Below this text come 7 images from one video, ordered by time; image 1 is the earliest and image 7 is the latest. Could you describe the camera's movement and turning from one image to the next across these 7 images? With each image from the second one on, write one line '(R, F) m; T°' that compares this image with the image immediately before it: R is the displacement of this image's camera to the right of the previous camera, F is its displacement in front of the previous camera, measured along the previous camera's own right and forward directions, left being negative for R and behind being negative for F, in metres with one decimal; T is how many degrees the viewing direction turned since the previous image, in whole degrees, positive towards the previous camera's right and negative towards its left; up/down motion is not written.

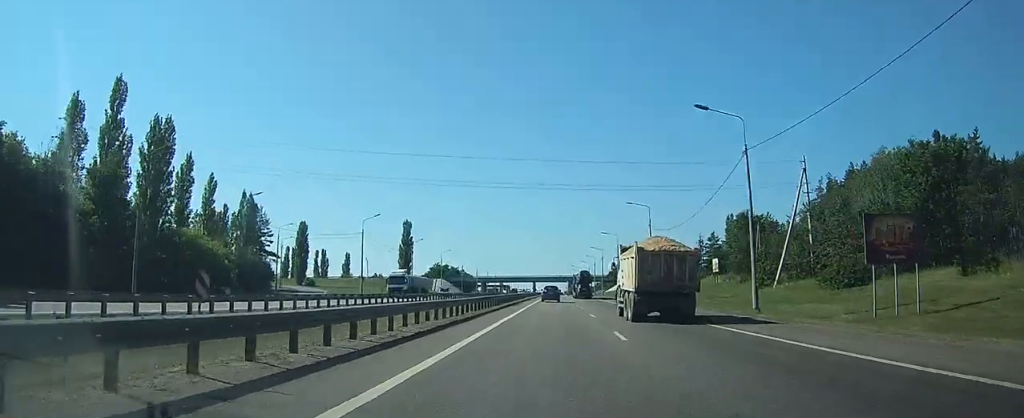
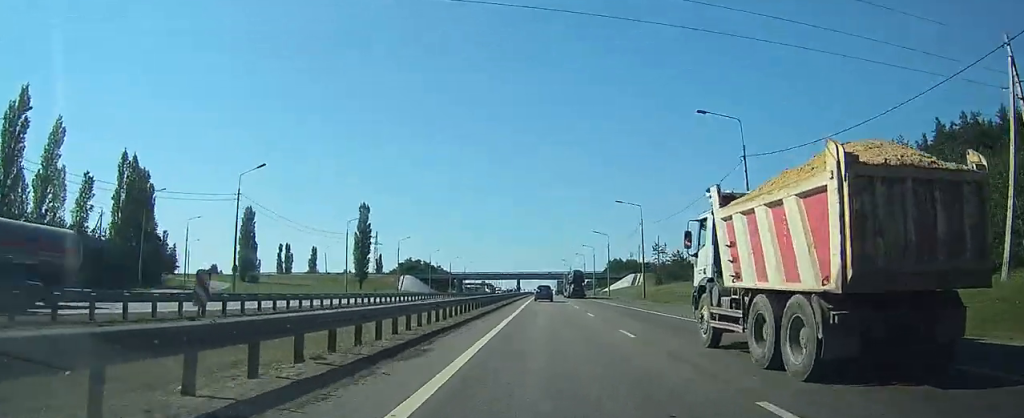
(+0.1, +35.3) m; 0°
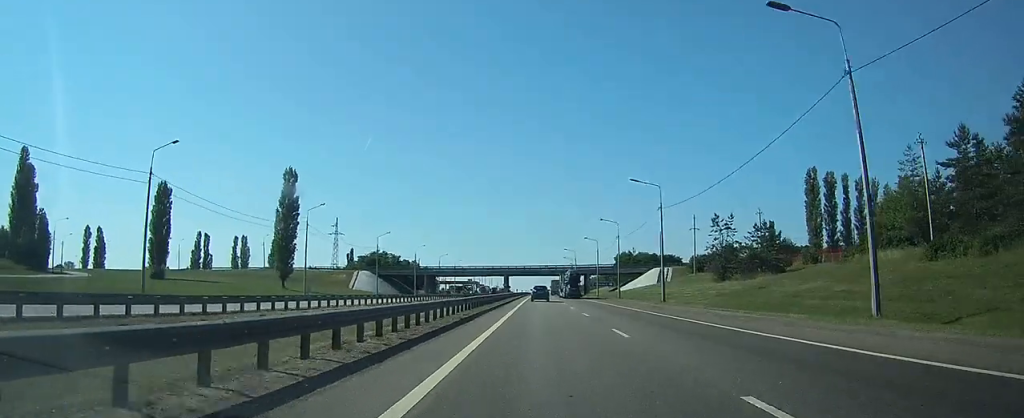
(+0.2, +47.2) m; 0°
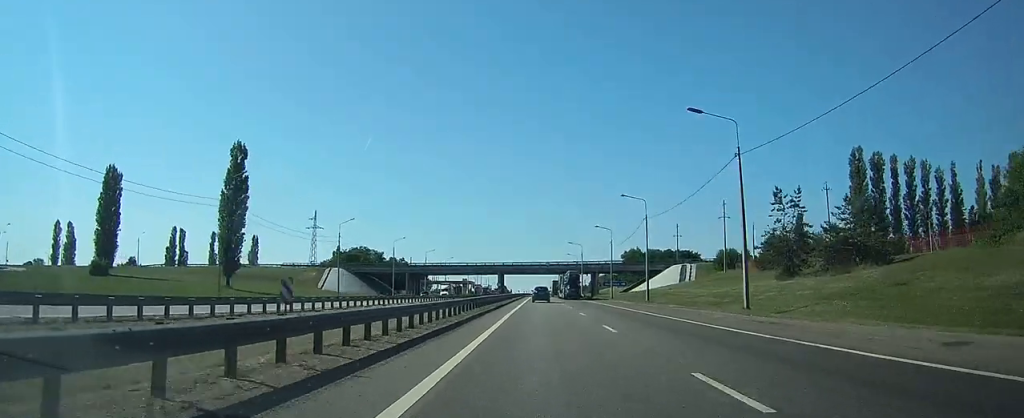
(0.0, +21.4) m; 0°
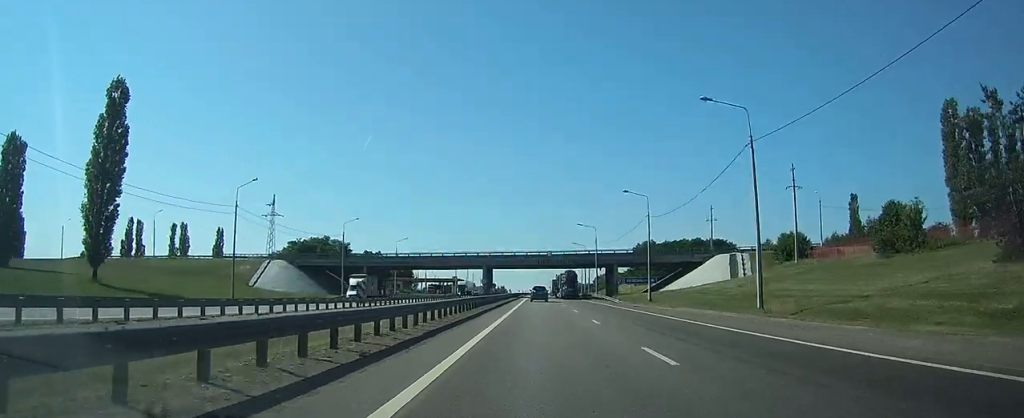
(+0.3, +31.4) m; +1°
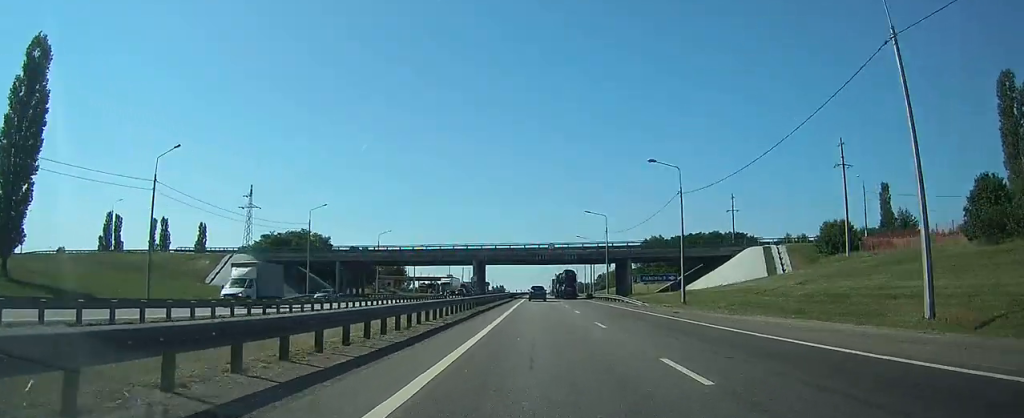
(0.0, +13.9) m; 0°
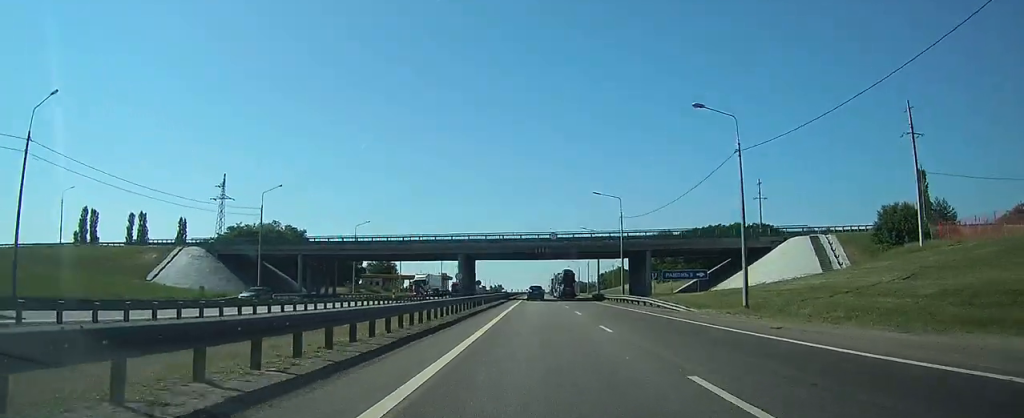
(0.0, +14.0) m; 0°
